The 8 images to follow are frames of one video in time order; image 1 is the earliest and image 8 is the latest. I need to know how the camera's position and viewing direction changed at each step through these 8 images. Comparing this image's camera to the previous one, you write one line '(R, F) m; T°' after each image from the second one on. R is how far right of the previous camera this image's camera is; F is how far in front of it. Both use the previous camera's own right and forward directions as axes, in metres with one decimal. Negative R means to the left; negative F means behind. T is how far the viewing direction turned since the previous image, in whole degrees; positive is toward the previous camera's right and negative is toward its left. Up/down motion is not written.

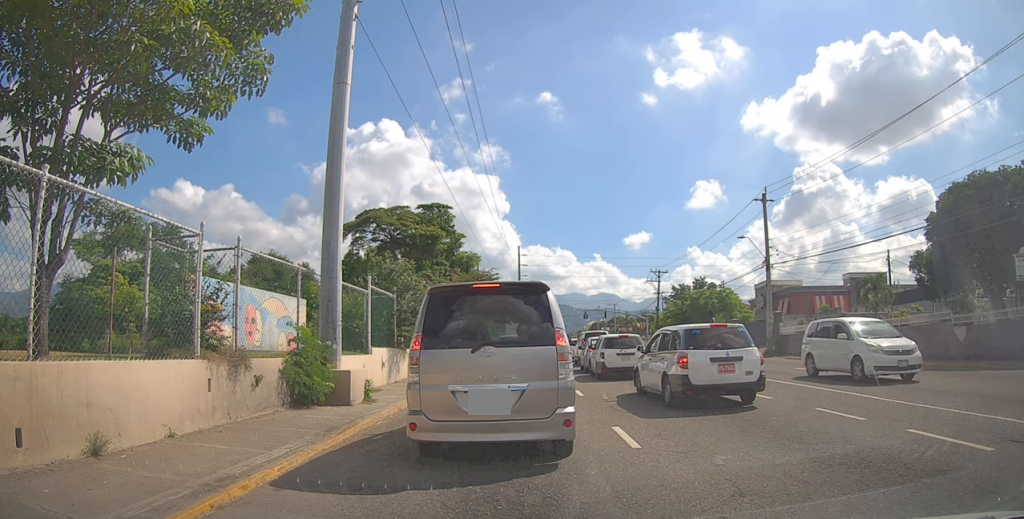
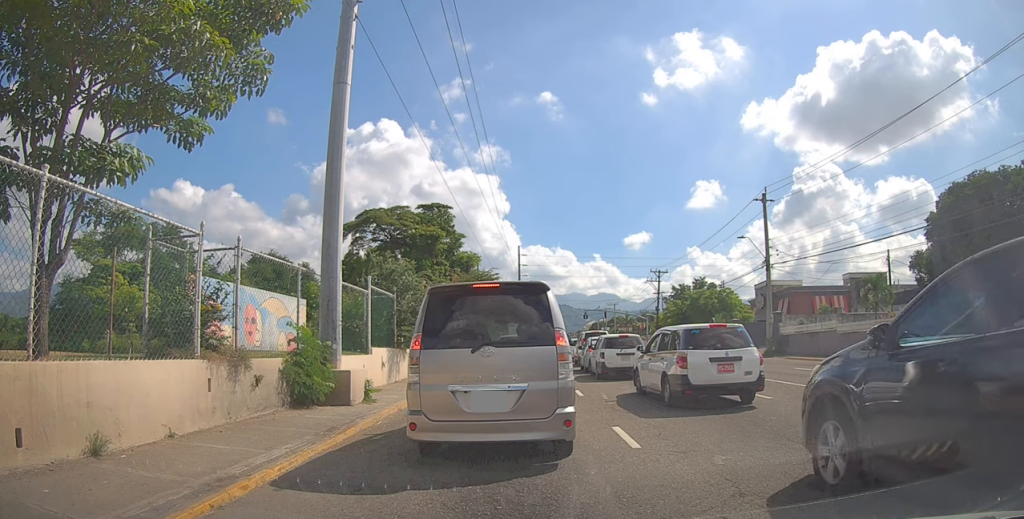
(0.0, 0.0) m; 0°
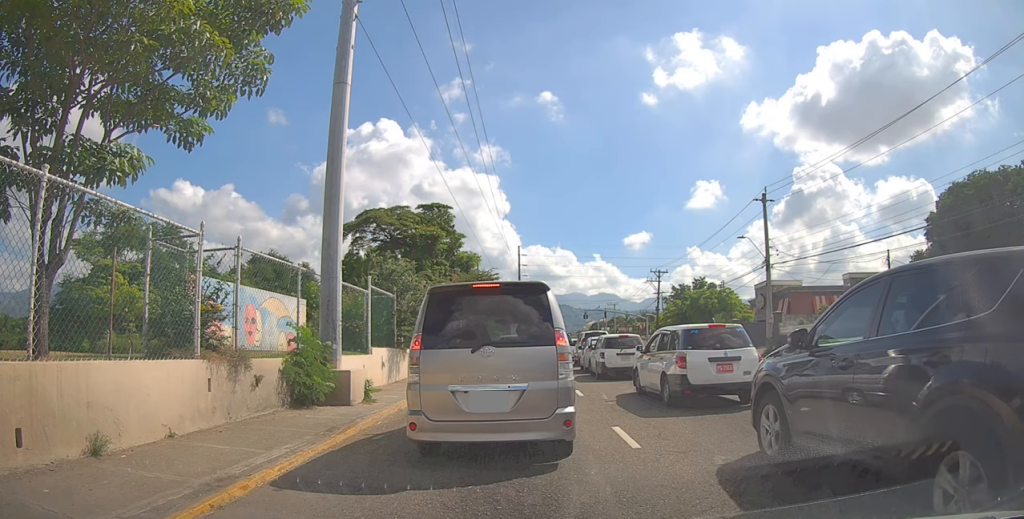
(0.0, 0.0) m; 0°
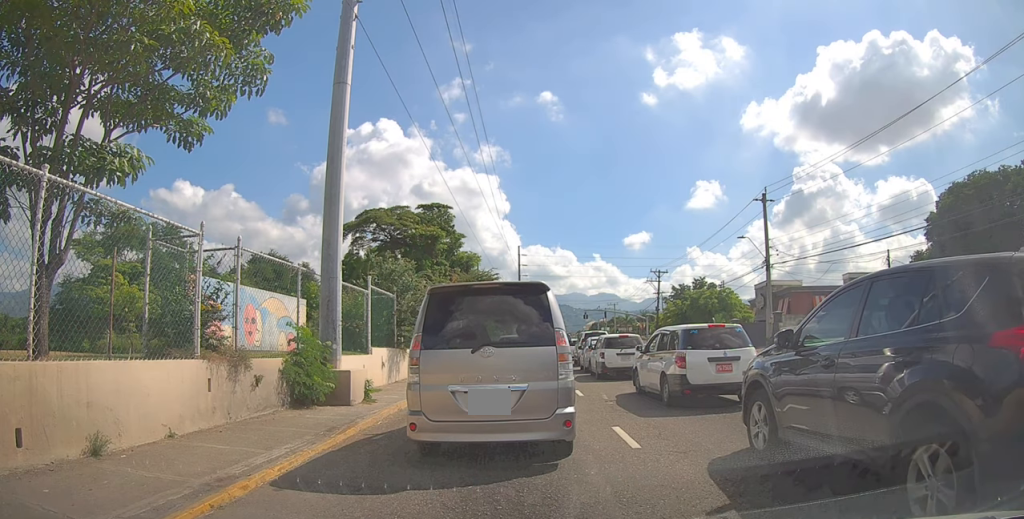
(0.0, 0.0) m; 0°
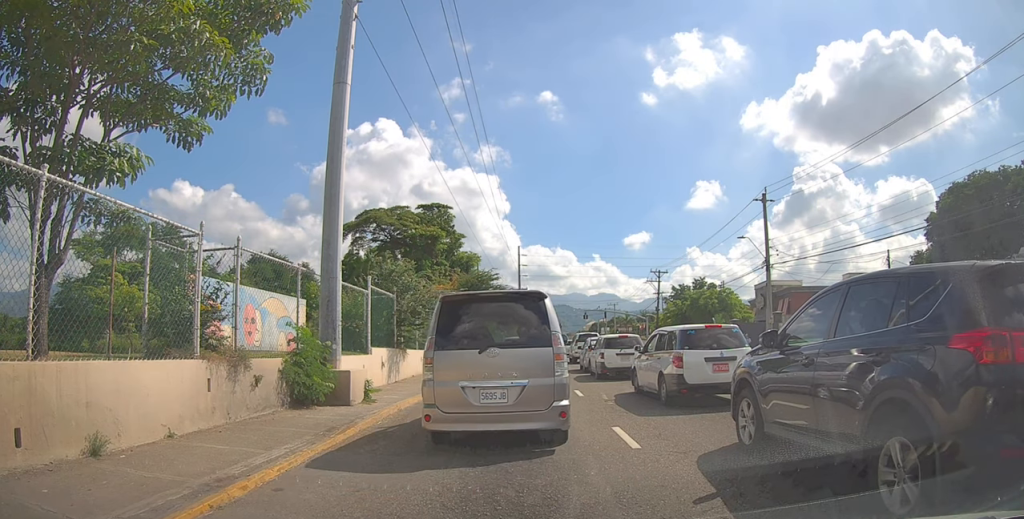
(0.0, 0.0) m; 0°
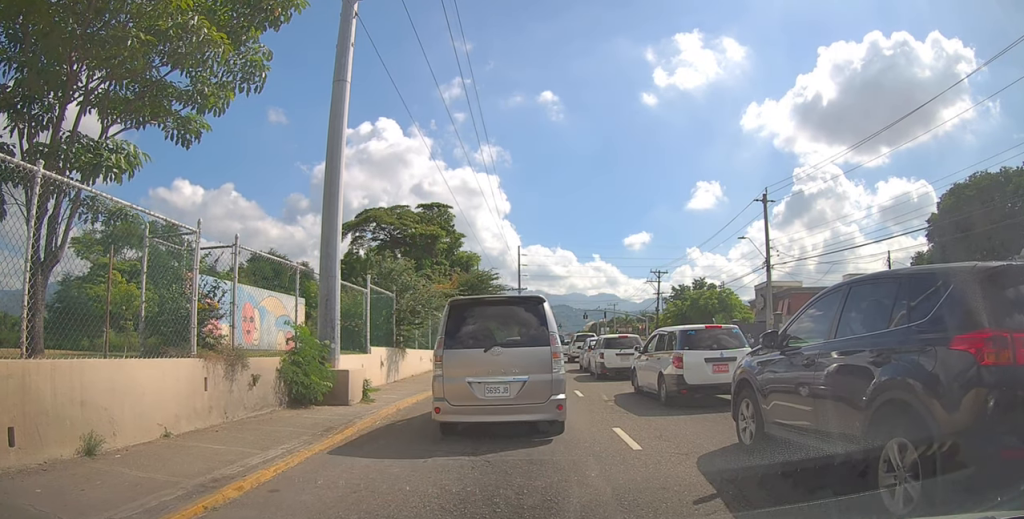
(0.0, 0.0) m; 0°
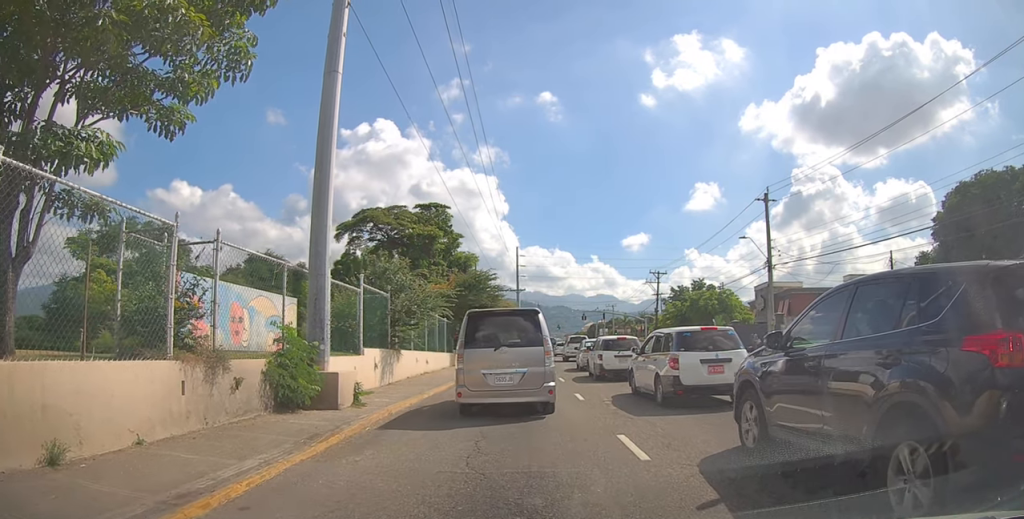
(+0.1, +0.4) m; 0°
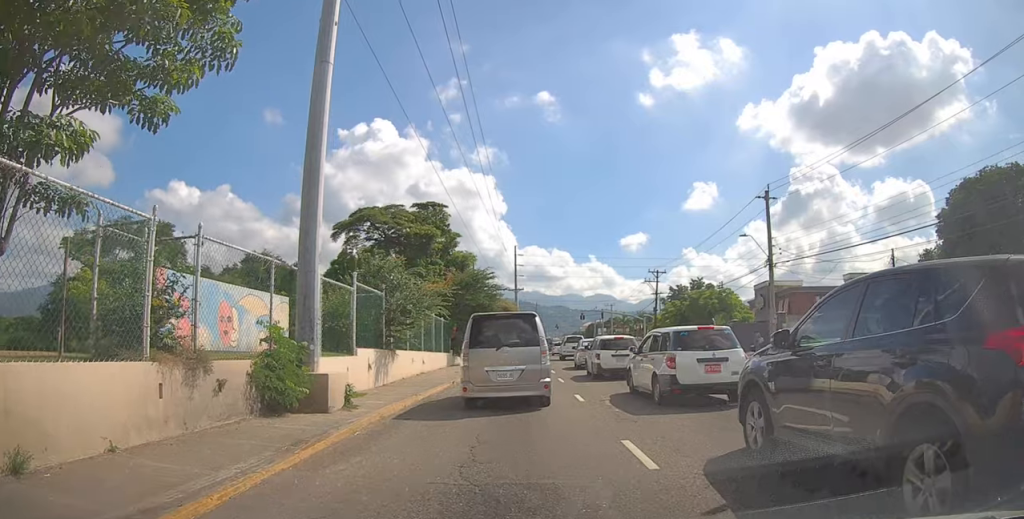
(+0.1, +0.4) m; 0°
